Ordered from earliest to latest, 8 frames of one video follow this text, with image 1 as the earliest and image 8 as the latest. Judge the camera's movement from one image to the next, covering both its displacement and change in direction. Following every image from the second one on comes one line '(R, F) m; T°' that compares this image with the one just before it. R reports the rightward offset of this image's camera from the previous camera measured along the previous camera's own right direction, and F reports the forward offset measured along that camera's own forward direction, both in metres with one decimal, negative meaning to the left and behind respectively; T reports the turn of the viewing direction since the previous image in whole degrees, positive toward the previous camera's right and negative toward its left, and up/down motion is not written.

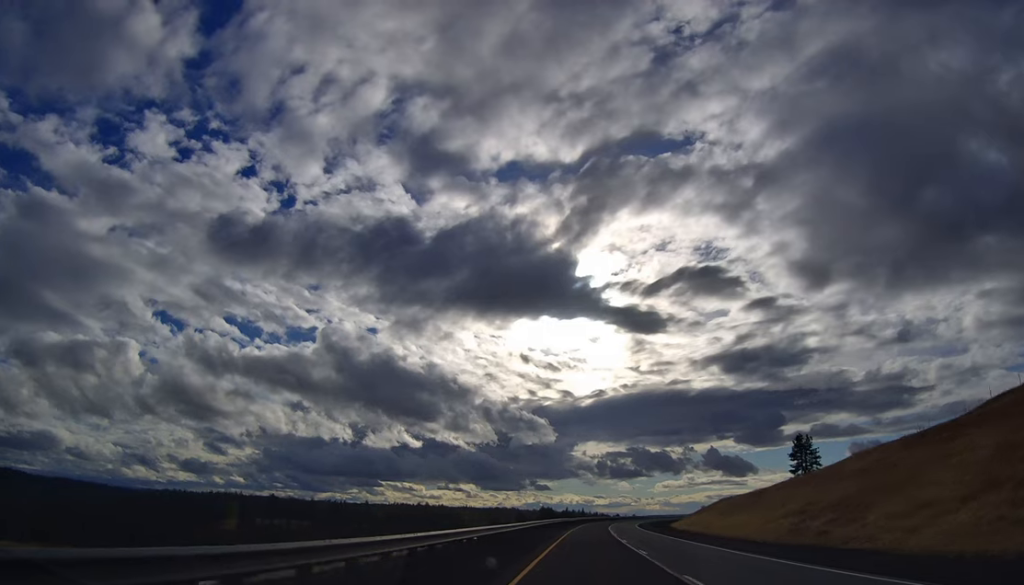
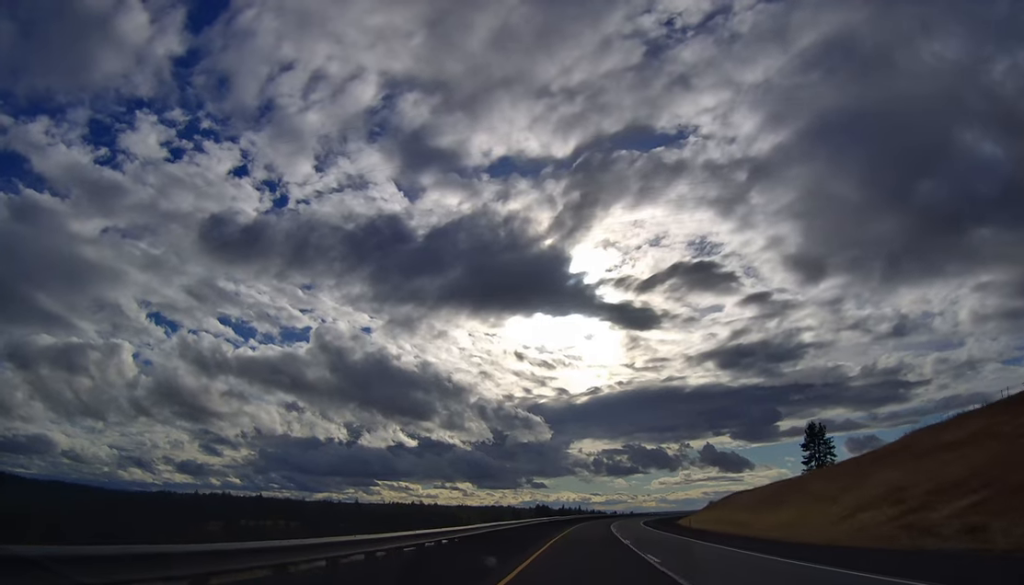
(-0.1, +17.6) m; 0°
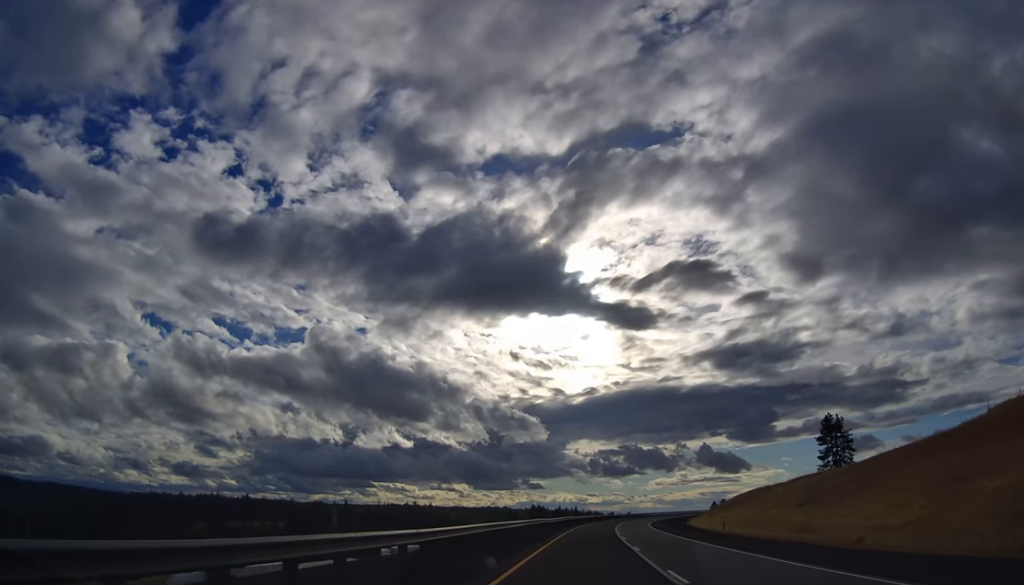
(+0.1, +18.3) m; 0°
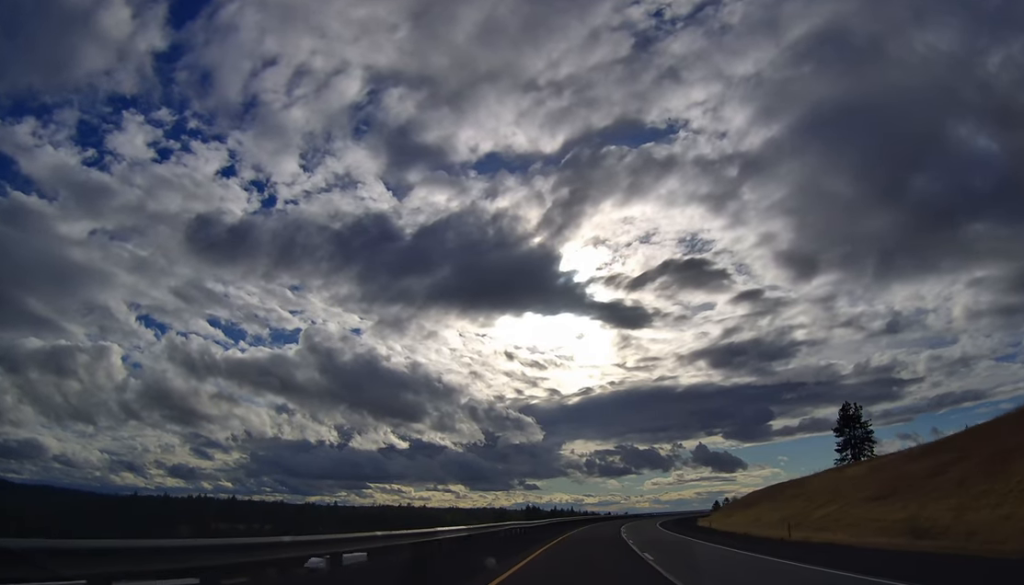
(0.0, +17.2) m; 0°
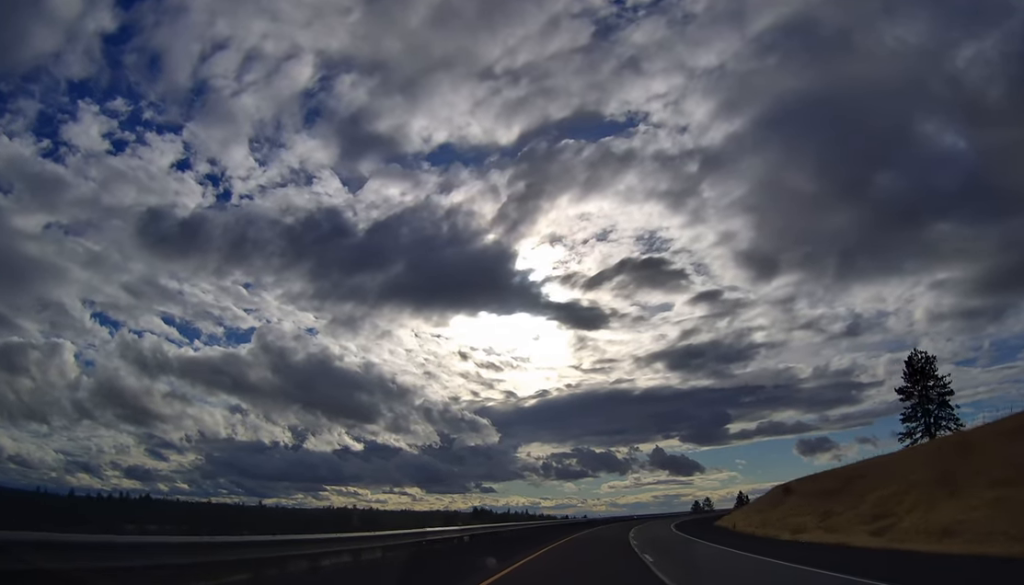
(+0.4, +61.0) m; +1°
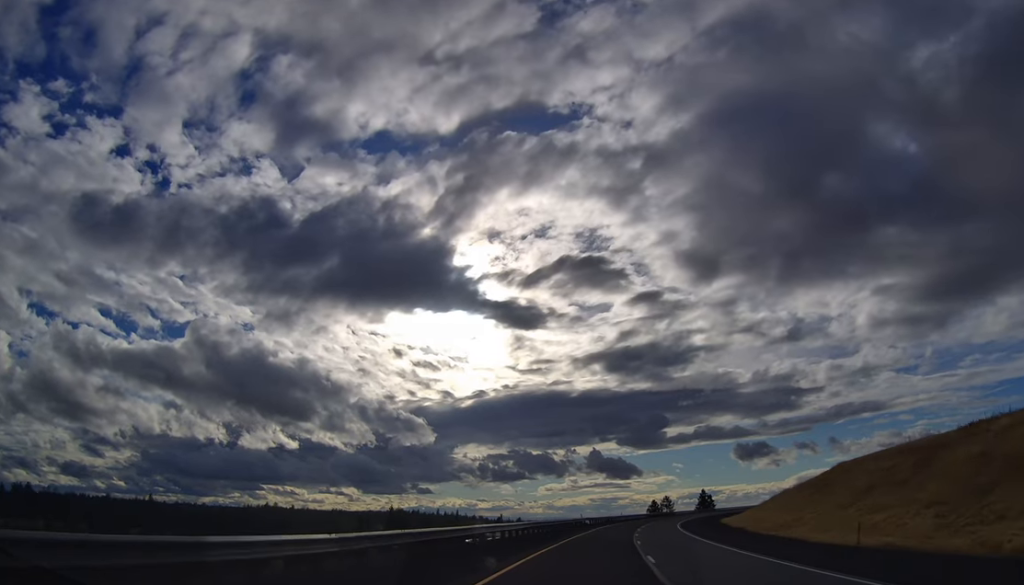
(+2.9, +61.2) m; +7°
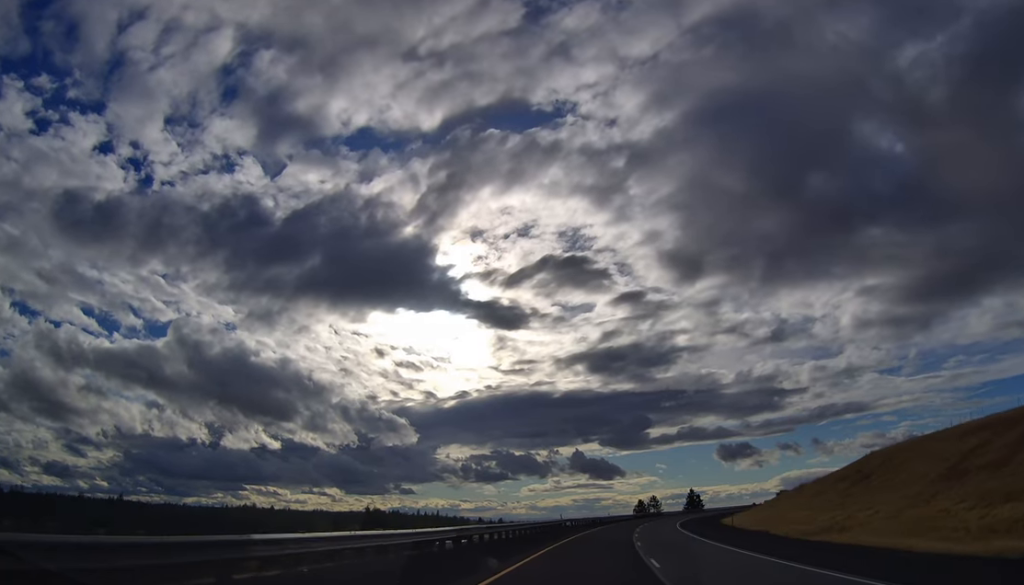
(+0.2, +13.9) m; +2°
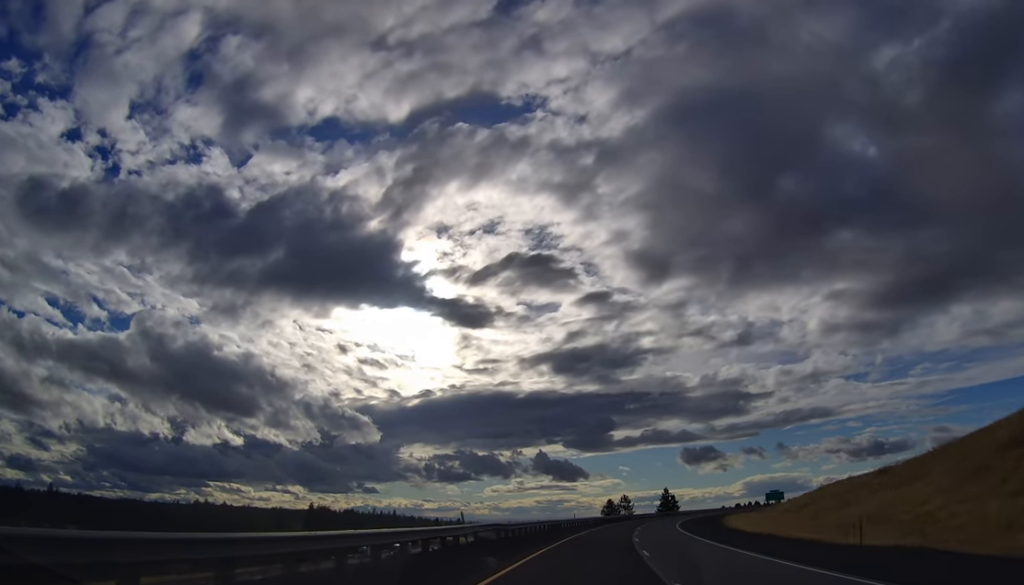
(+1.0, +31.9) m; +2°
